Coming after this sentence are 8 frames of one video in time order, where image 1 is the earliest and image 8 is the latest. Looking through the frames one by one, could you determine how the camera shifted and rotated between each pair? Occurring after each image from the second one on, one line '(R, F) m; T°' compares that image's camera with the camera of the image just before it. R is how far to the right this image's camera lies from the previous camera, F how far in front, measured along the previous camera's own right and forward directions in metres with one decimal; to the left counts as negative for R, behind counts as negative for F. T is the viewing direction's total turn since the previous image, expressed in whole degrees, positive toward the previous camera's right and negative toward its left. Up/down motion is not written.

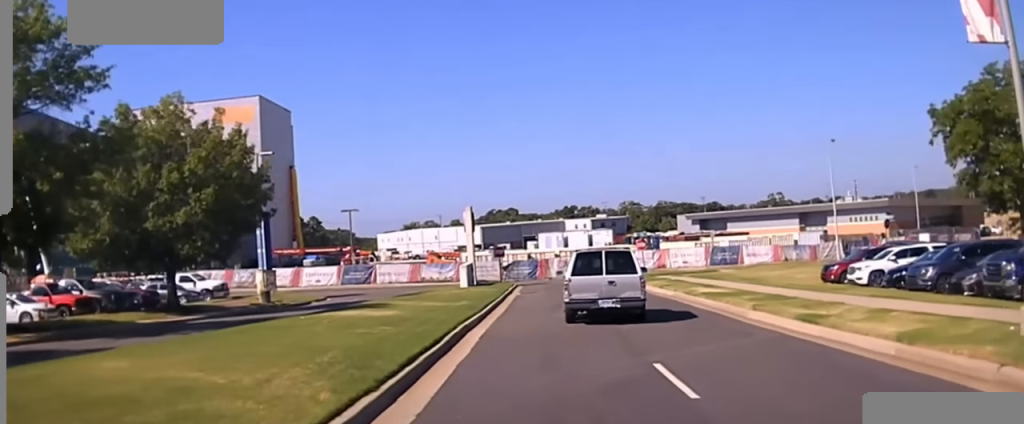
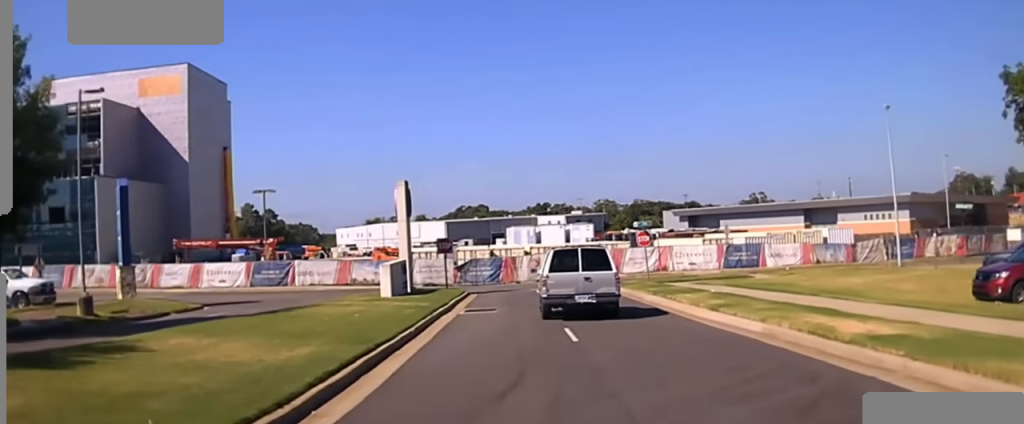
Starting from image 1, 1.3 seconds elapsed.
(-0.1, +13.4) m; -2°
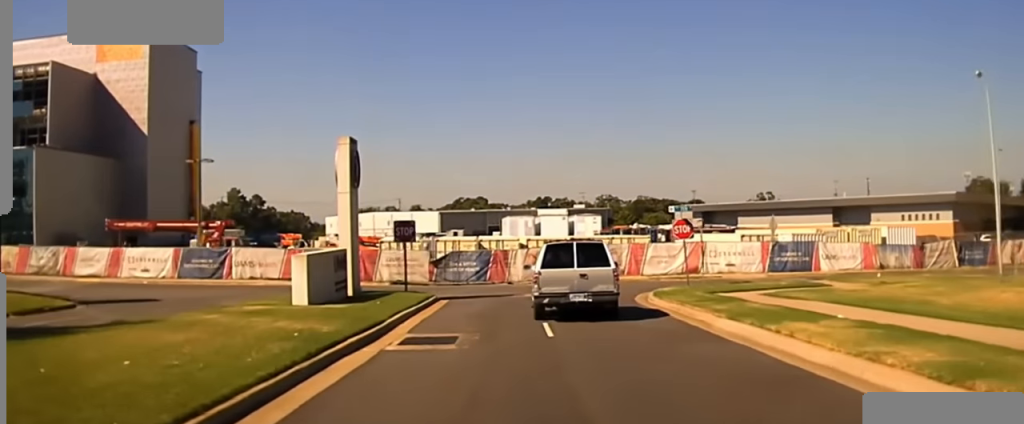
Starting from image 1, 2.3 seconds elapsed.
(-0.3, +13.5) m; -1°
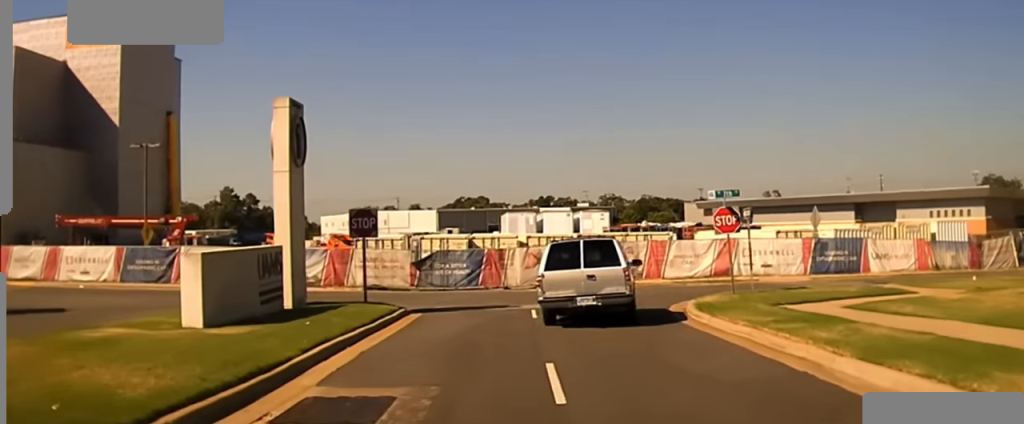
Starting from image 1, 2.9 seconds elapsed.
(0.0, +9.4) m; 0°
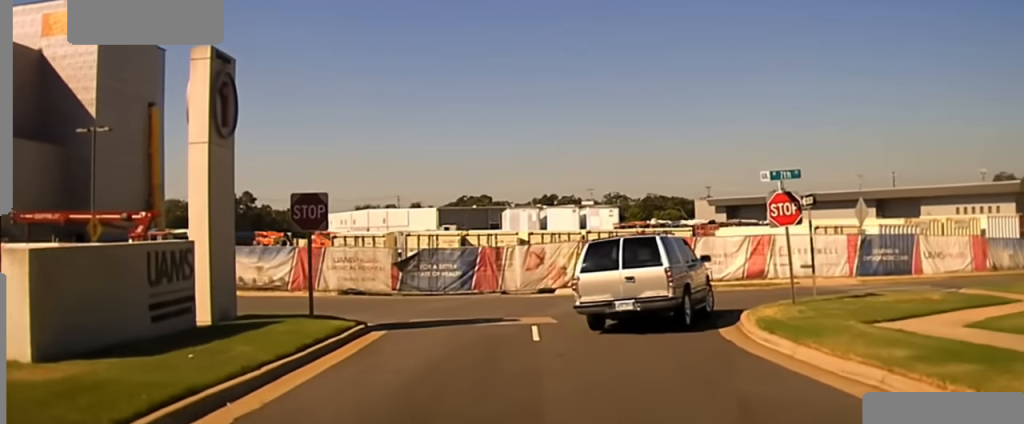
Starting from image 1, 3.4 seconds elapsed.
(-0.1, +7.8) m; 0°
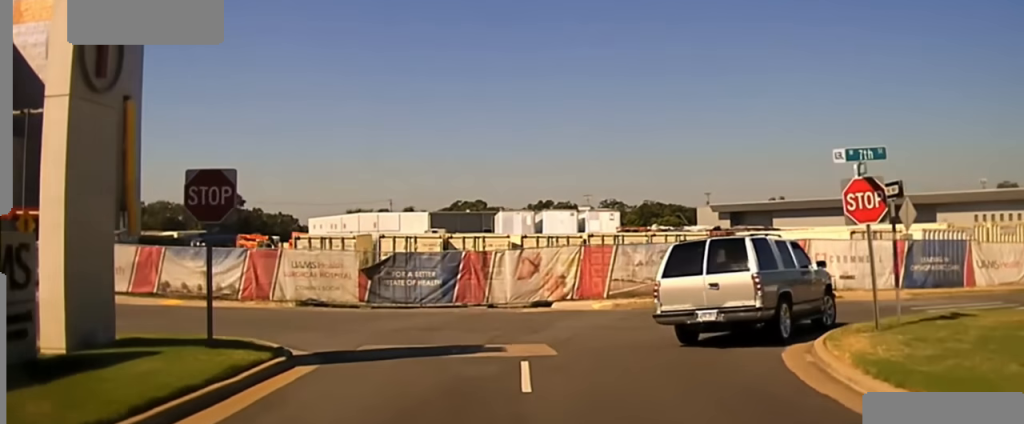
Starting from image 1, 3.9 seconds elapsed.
(+0.1, +6.6) m; 0°
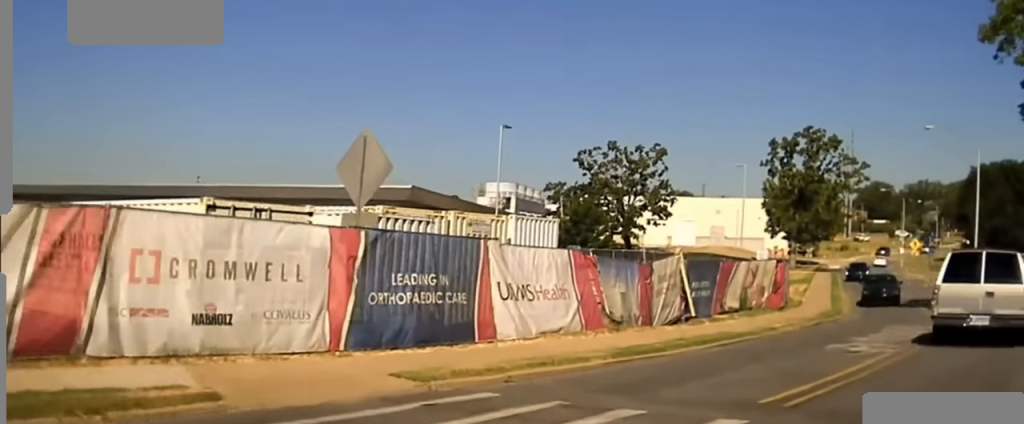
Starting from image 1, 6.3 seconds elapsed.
(+4.6, +26.6) m; +33°
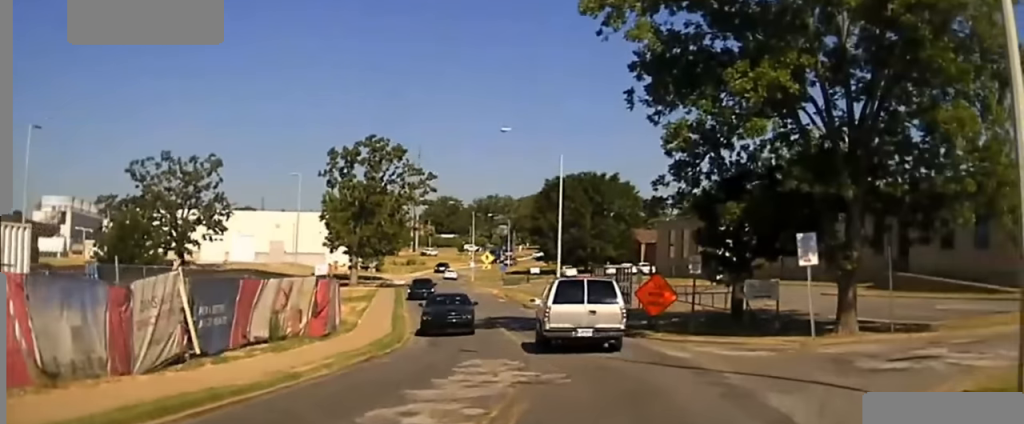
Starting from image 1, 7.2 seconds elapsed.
(+0.7, +8.3) m; +5°
